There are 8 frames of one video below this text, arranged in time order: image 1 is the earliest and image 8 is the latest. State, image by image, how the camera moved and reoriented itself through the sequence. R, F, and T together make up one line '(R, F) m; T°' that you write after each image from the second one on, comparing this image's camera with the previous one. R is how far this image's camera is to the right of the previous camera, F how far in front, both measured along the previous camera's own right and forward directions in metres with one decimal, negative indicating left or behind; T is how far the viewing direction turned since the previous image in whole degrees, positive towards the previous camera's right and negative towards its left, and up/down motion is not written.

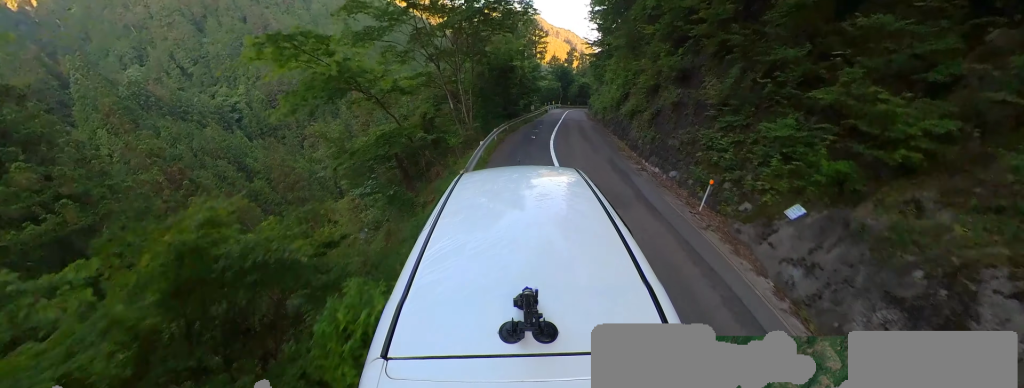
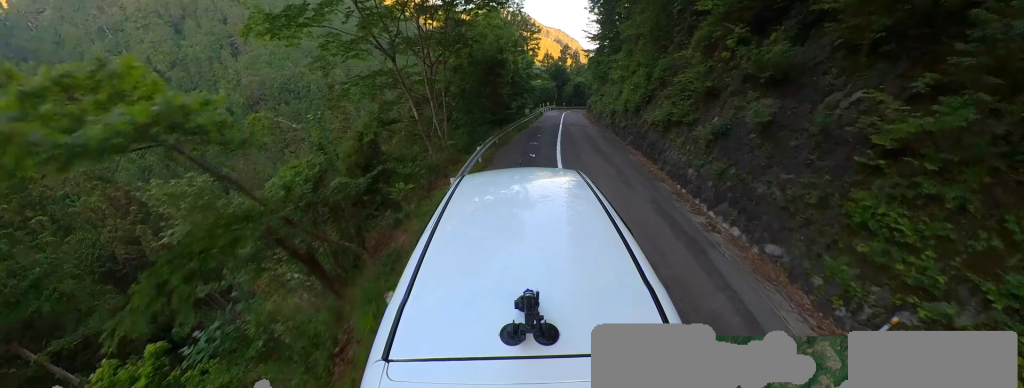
(+0.5, +4.7) m; +4°
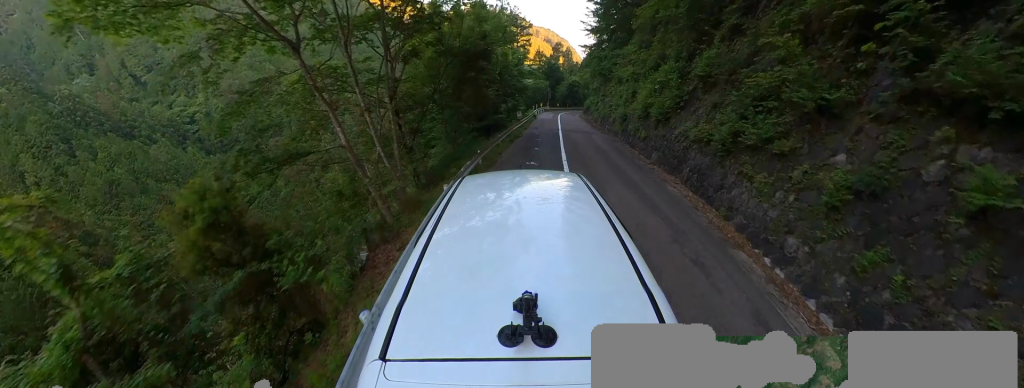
(0.0, +4.3) m; -3°
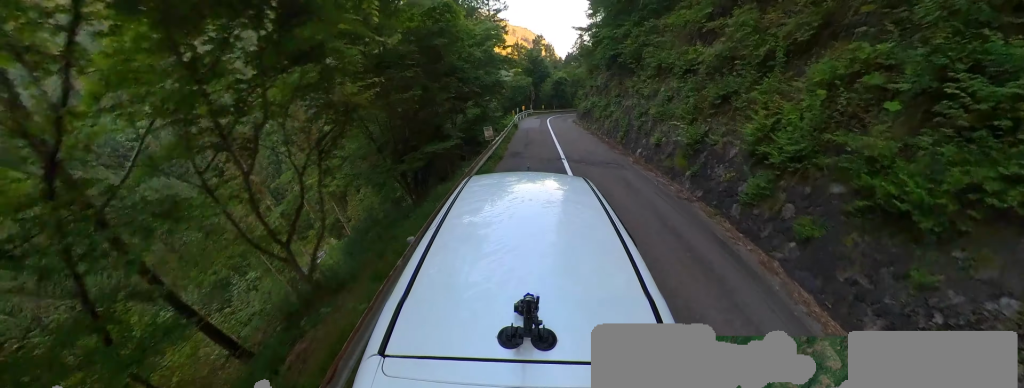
(-0.8, +10.3) m; -5°
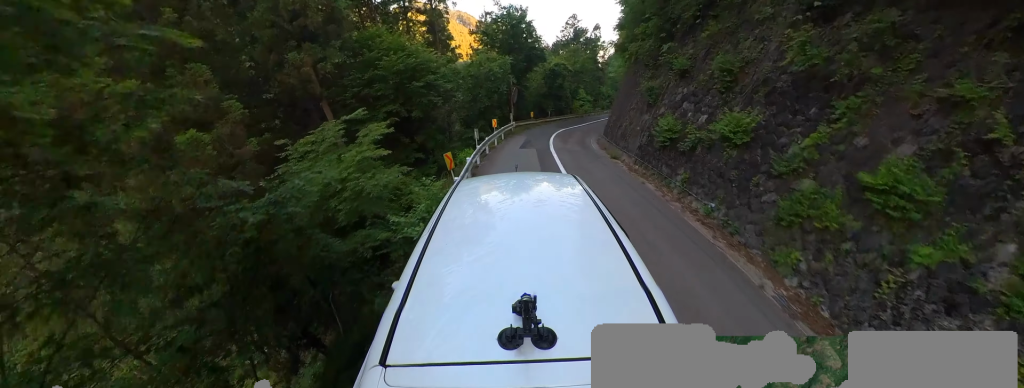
(+1.7, +18.6) m; +11°
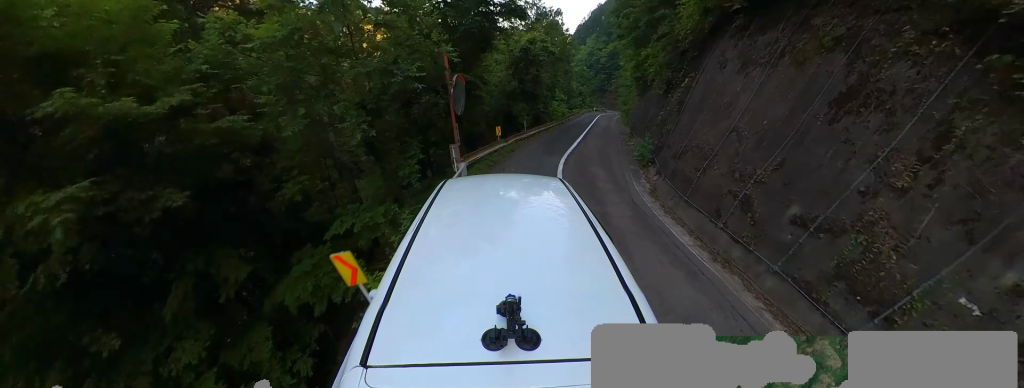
(+0.8, +12.3) m; +17°
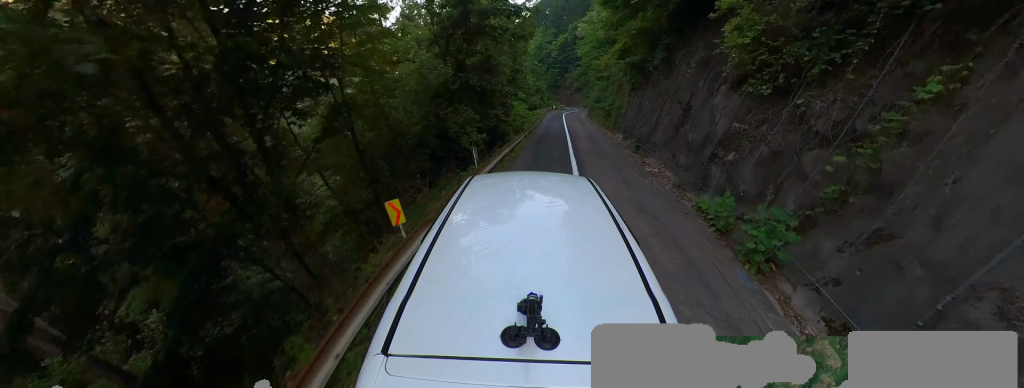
(+2.0, +9.4) m; +12°
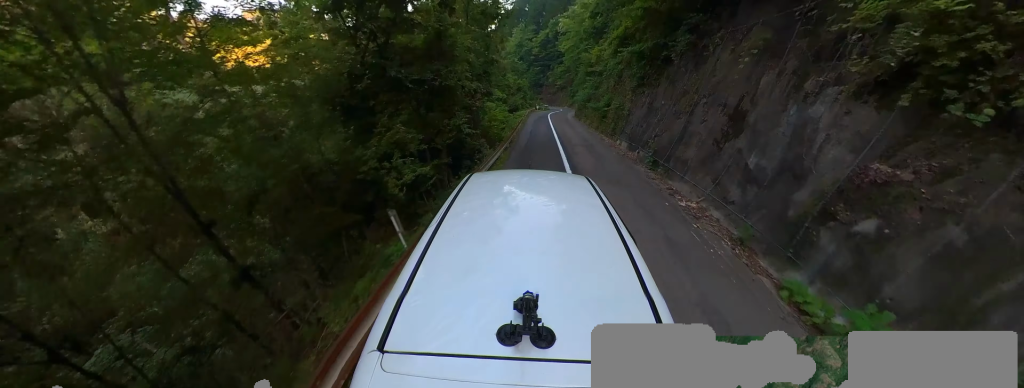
(0.0, +4.3) m; 0°
